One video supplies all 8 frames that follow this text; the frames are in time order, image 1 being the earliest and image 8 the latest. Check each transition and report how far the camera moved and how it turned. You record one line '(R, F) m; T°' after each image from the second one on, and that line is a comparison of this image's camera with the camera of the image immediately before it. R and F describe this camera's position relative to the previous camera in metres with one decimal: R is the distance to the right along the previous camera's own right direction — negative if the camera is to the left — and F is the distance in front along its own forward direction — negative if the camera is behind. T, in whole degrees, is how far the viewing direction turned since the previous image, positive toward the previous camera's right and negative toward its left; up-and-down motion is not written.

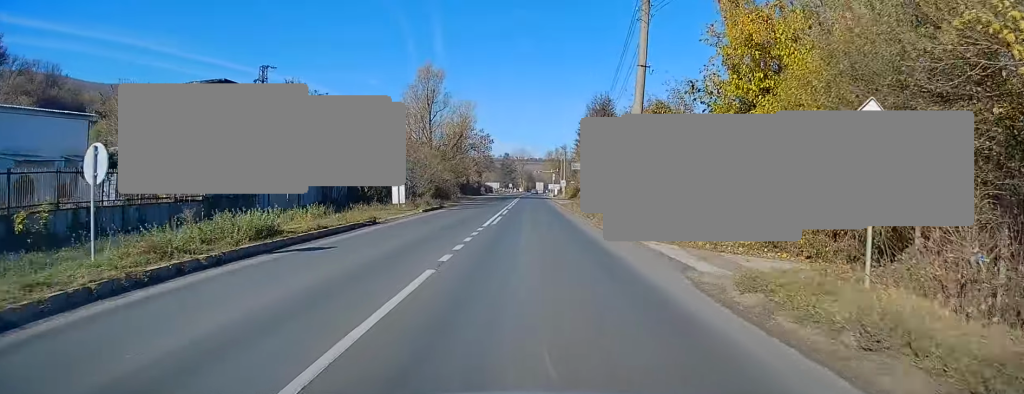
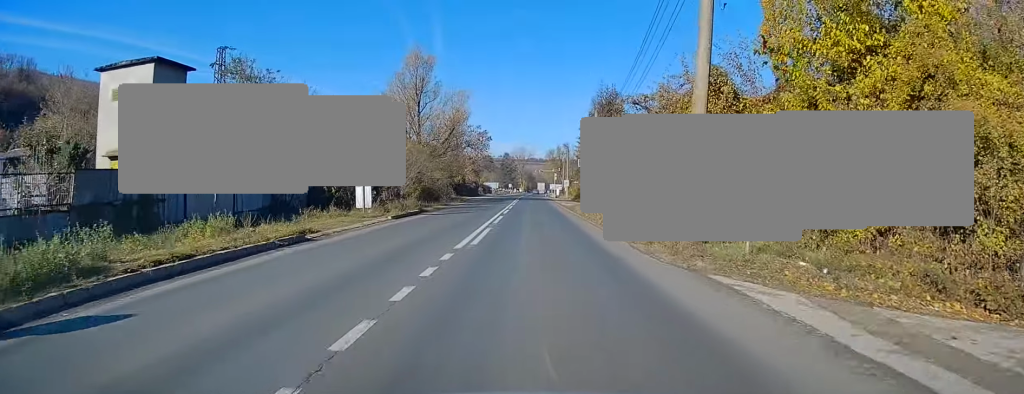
(0.0, +7.7) m; 0°
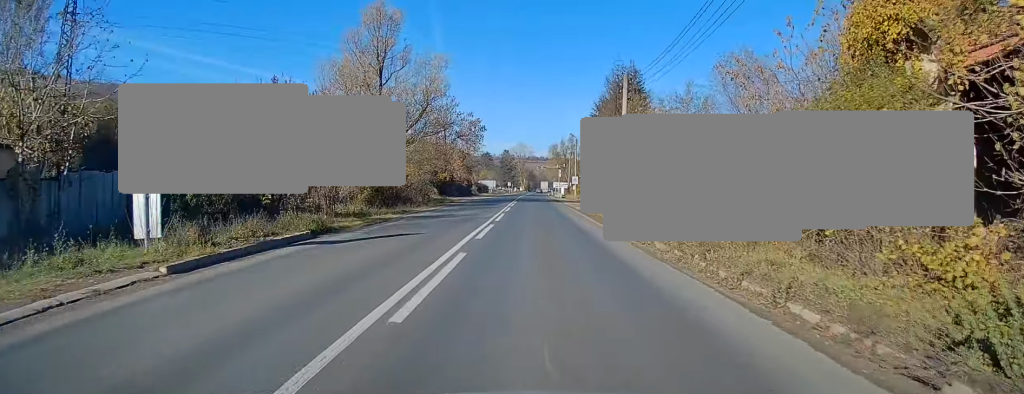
(+0.2, +16.9) m; -1°
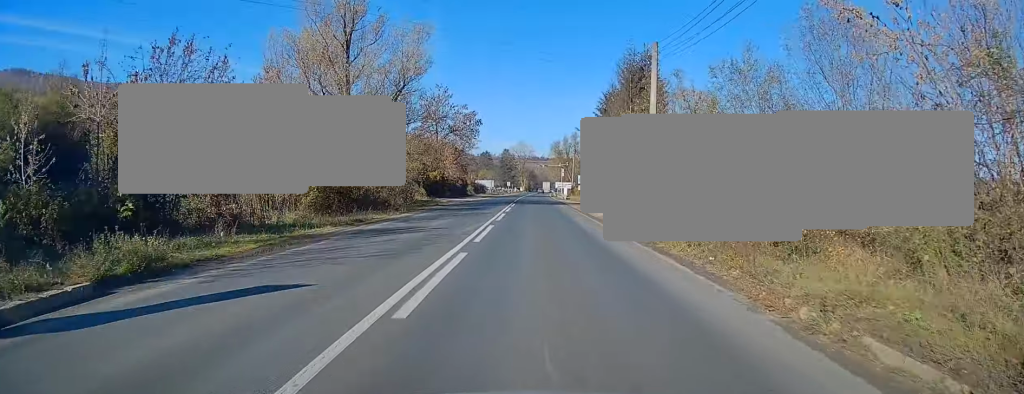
(-0.2, +9.2) m; -1°
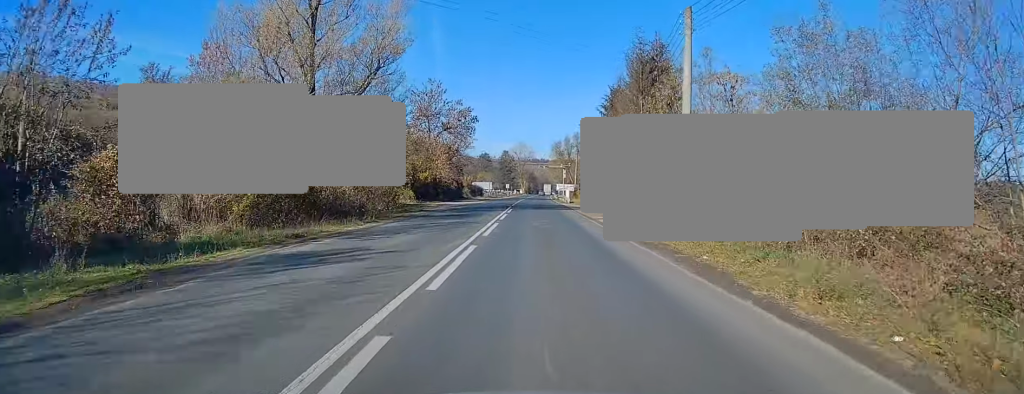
(0.0, +6.7) m; 0°
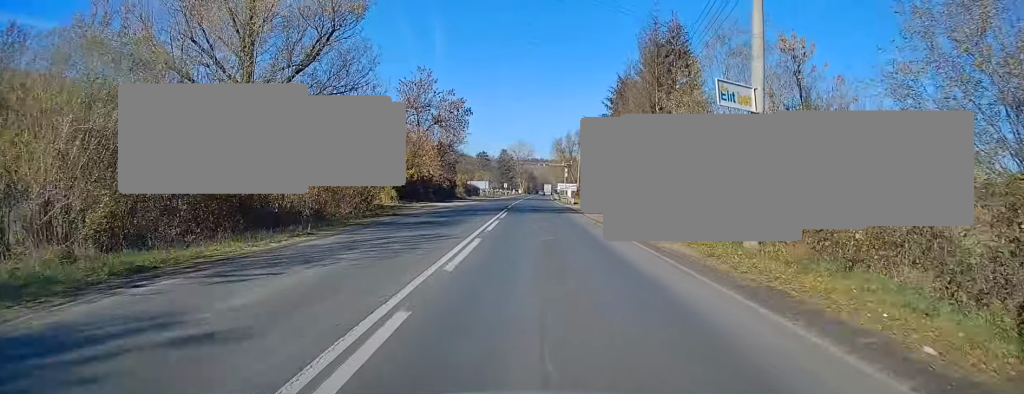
(-0.1, +7.7) m; +1°
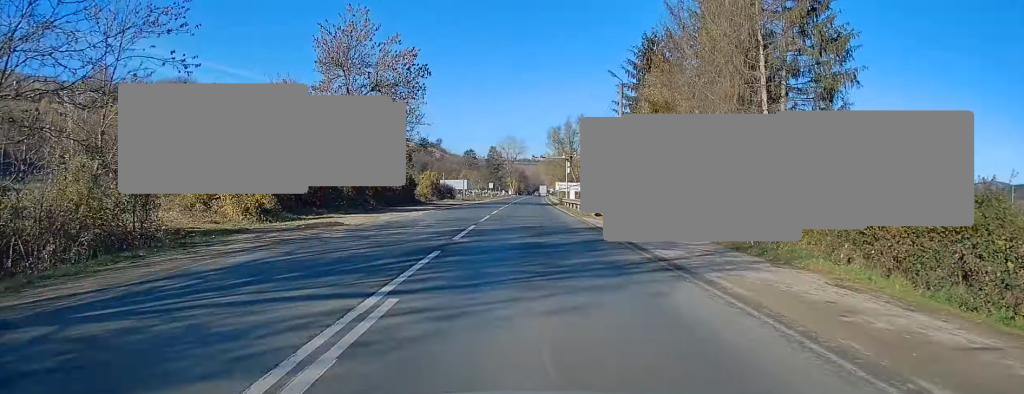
(+0.3, +25.5) m; 0°
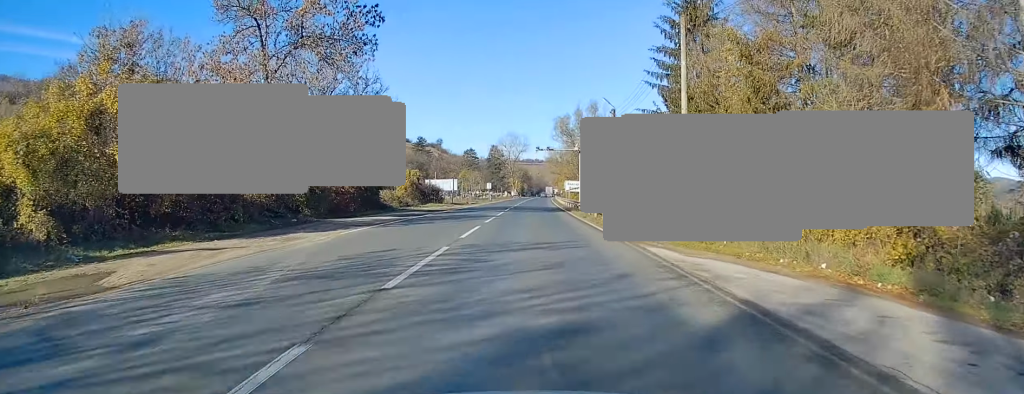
(0.0, +15.4) m; 0°
